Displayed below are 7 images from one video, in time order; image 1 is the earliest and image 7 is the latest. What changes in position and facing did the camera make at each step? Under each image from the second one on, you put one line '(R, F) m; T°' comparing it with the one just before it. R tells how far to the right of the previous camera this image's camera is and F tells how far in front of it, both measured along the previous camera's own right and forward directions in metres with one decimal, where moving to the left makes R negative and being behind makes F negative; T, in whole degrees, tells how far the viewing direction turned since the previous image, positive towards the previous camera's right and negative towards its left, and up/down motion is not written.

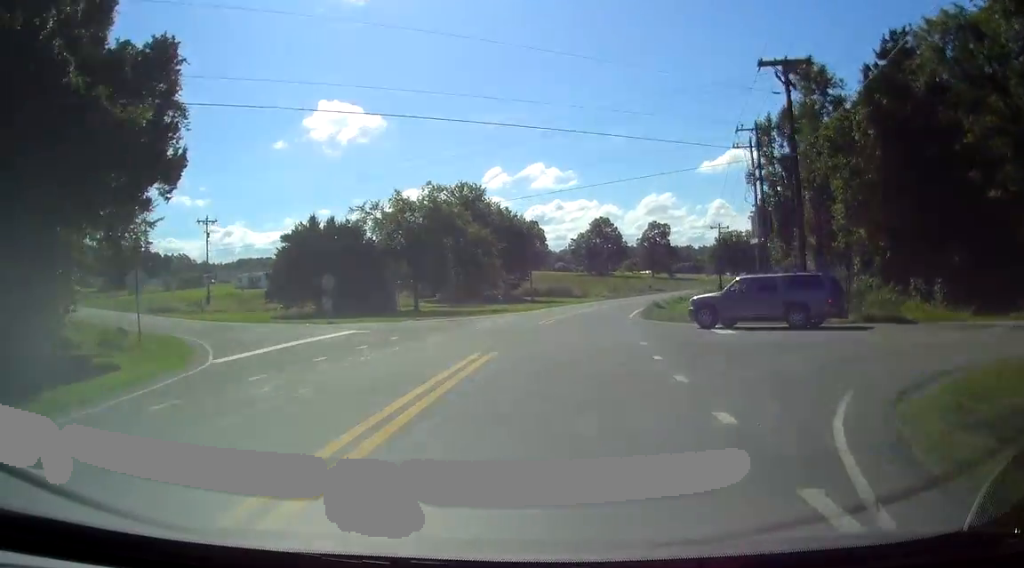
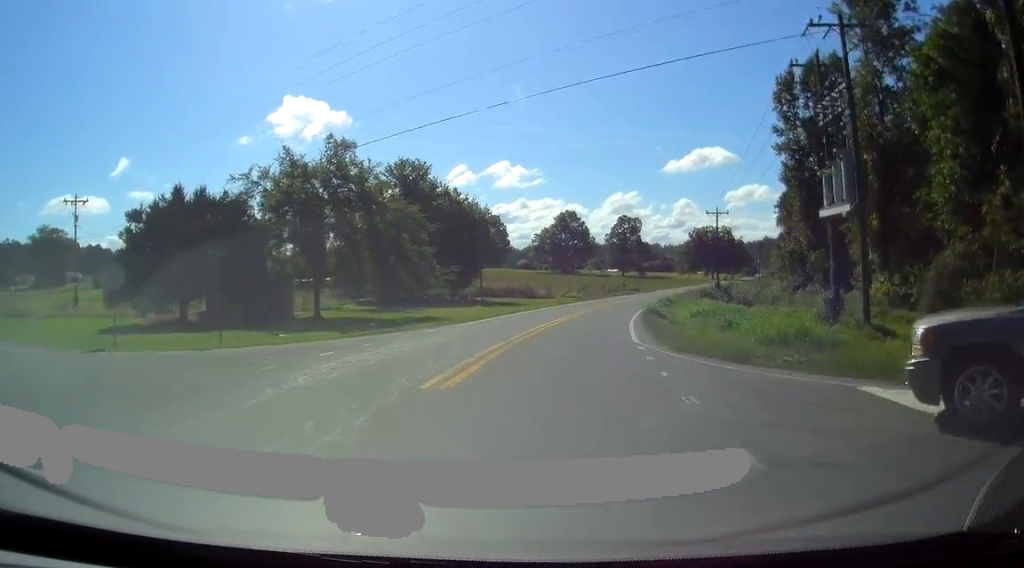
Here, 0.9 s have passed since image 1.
(0.0, +17.6) m; +2°
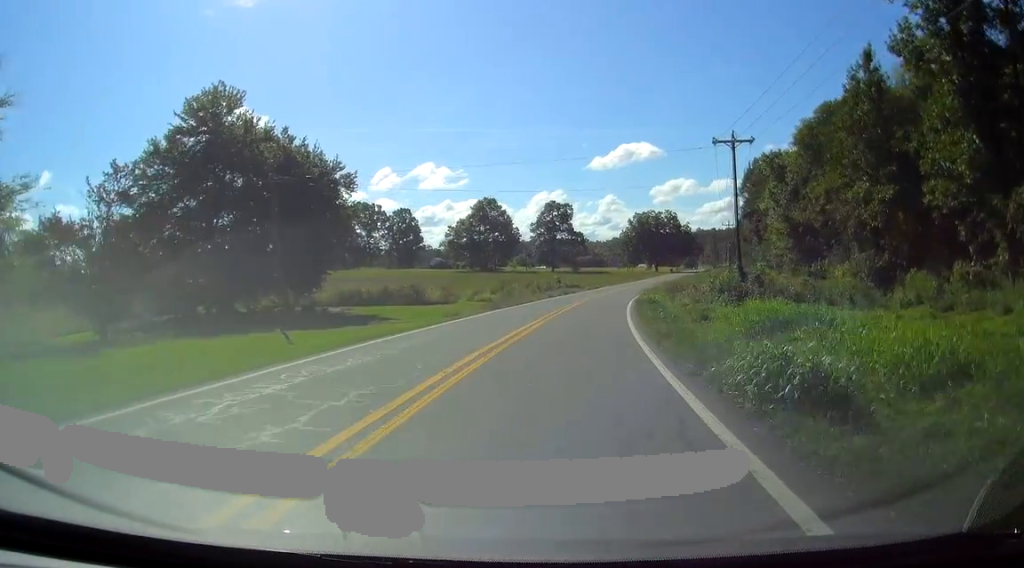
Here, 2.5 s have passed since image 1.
(+1.8, +33.2) m; +6°
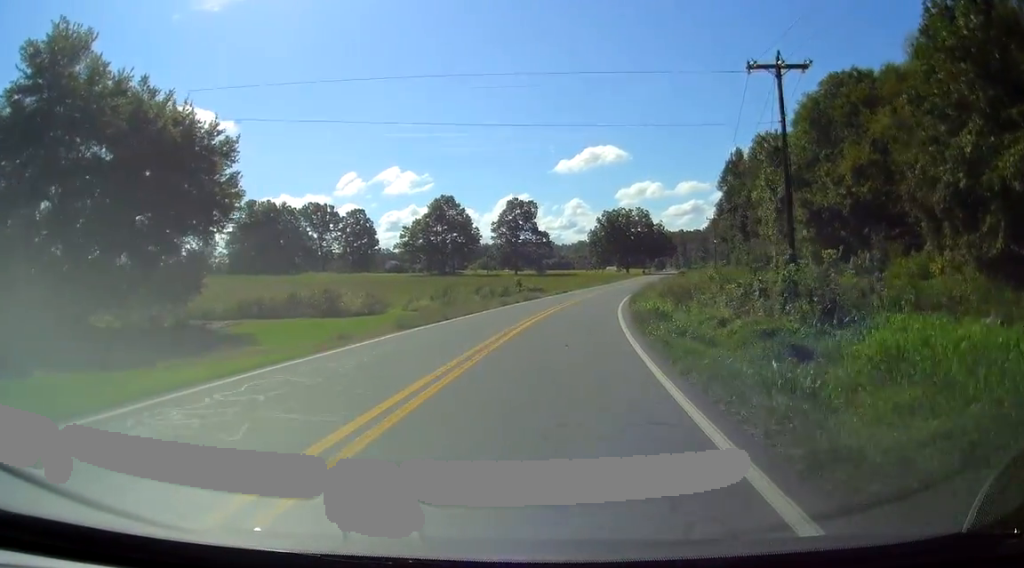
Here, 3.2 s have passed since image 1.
(+0.3, +14.6) m; +2°
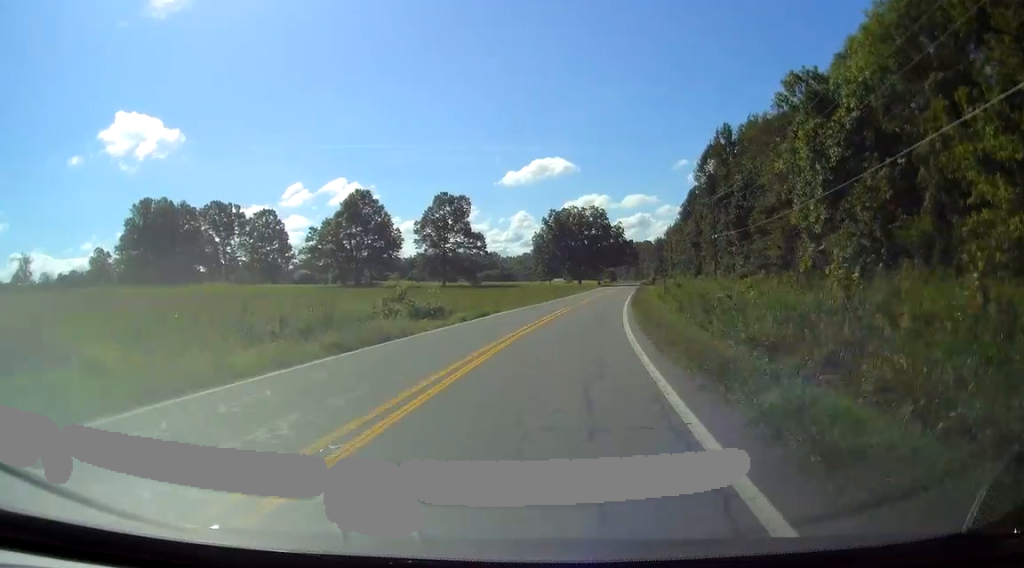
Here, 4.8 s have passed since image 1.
(+0.9, +32.0) m; +5°
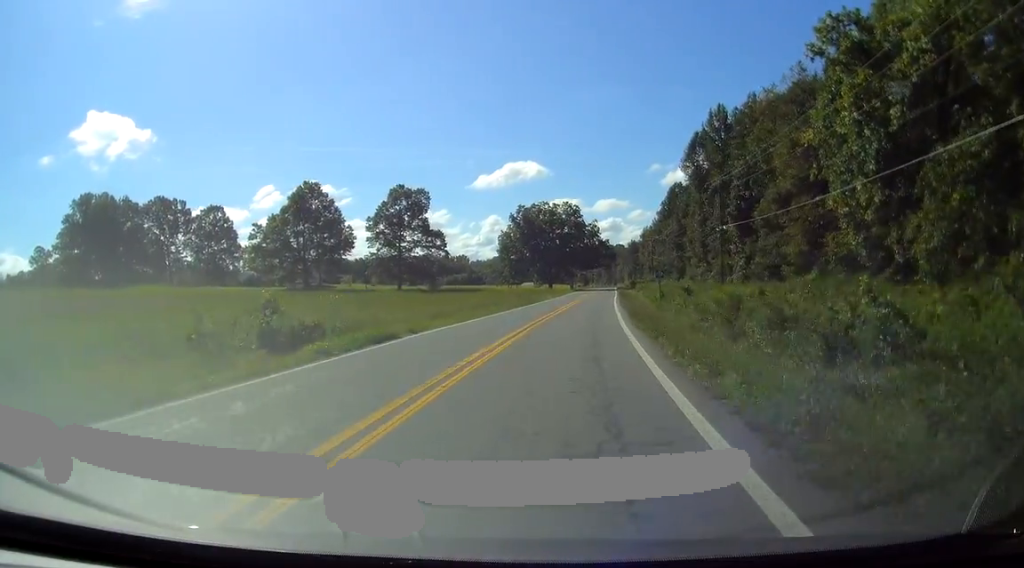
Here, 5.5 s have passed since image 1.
(+0.6, +14.9) m; +3°
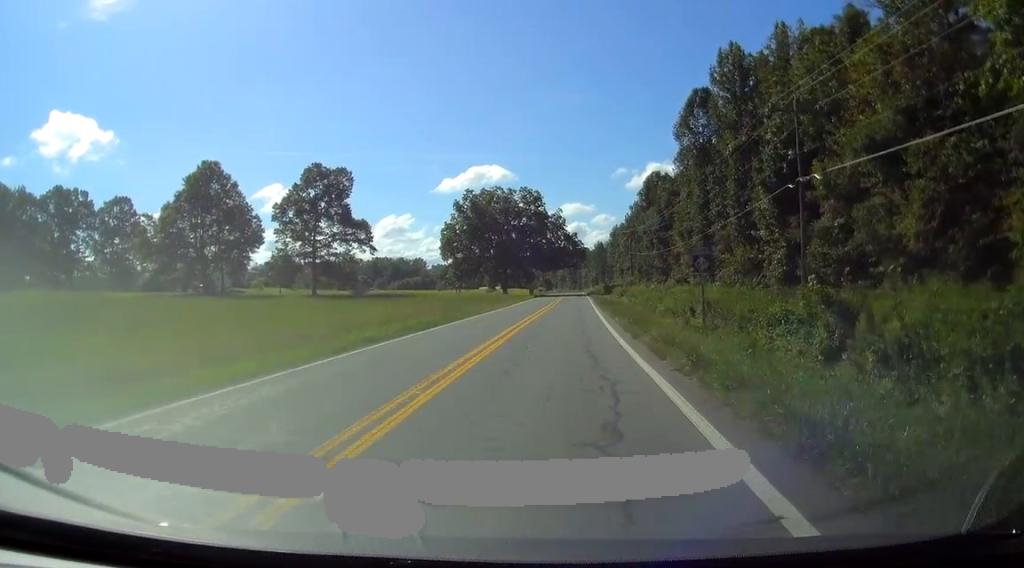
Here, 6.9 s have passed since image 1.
(+1.1, +27.3) m; +3°
